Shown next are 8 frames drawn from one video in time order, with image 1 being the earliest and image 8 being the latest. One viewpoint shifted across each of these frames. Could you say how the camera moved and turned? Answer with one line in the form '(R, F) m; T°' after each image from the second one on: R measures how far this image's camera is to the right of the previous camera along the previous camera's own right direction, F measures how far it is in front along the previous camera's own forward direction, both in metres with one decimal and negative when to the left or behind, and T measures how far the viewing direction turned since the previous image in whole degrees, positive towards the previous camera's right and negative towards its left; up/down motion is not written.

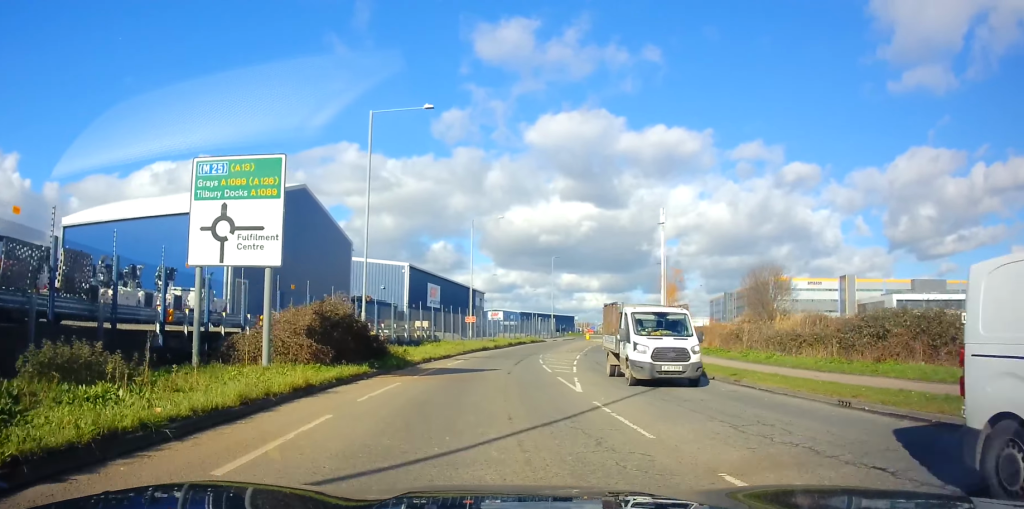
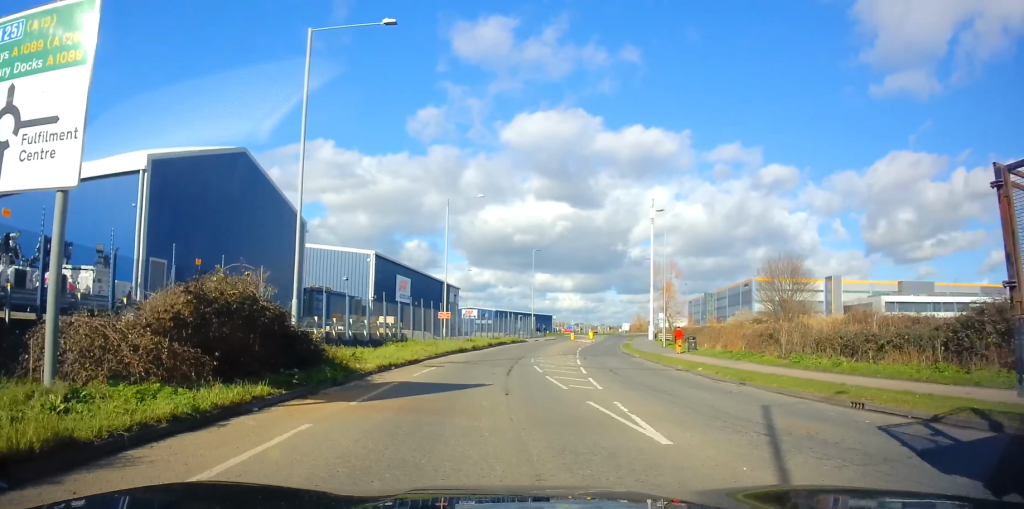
(+0.3, +6.7) m; +6°
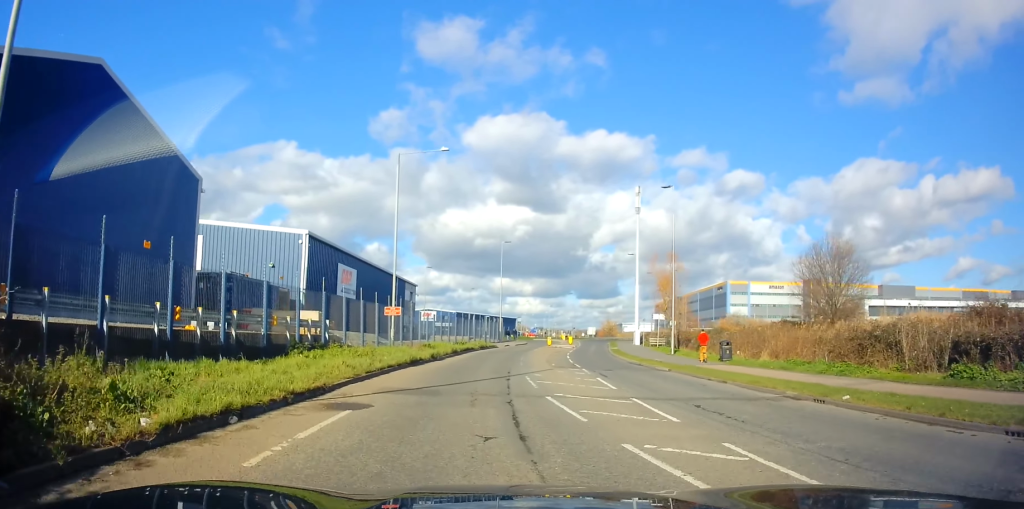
(+0.6, +10.5) m; +3°
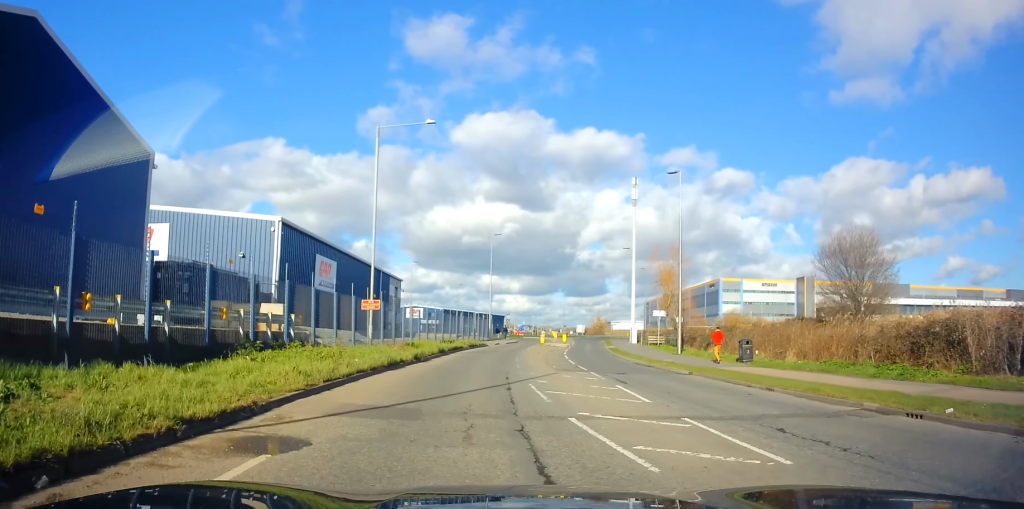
(0.0, +3.3) m; 0°
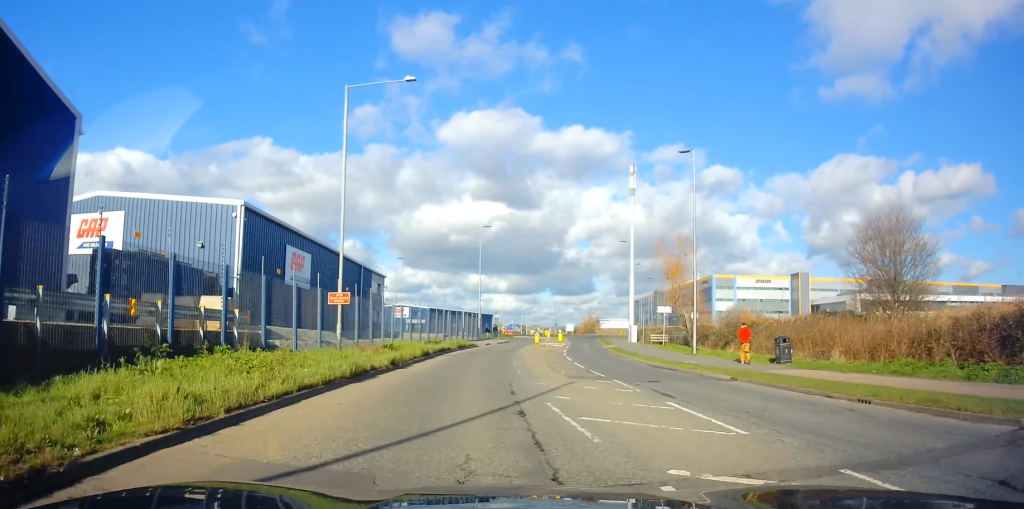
(0.0, +4.1) m; +1°
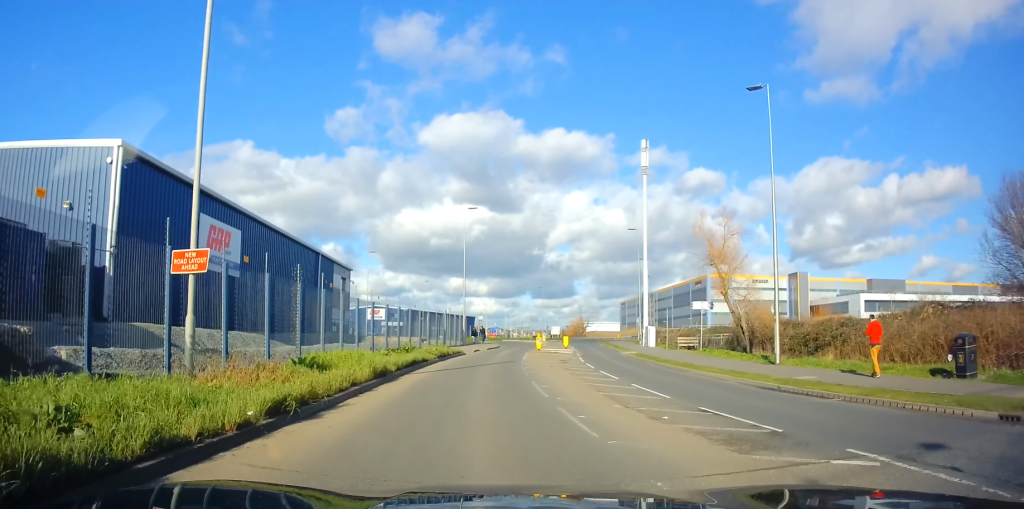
(+0.3, +10.6) m; +5°
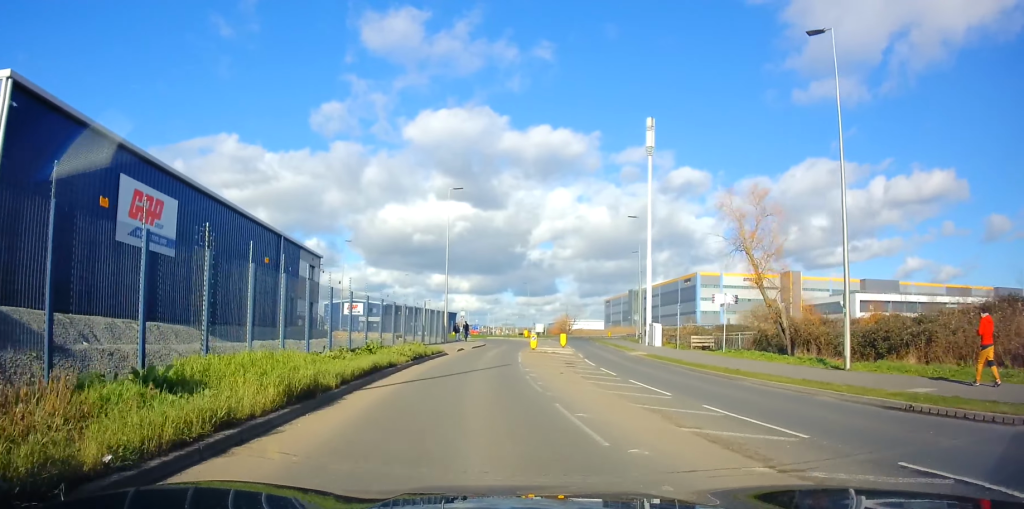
(+0.3, +6.0) m; +1°
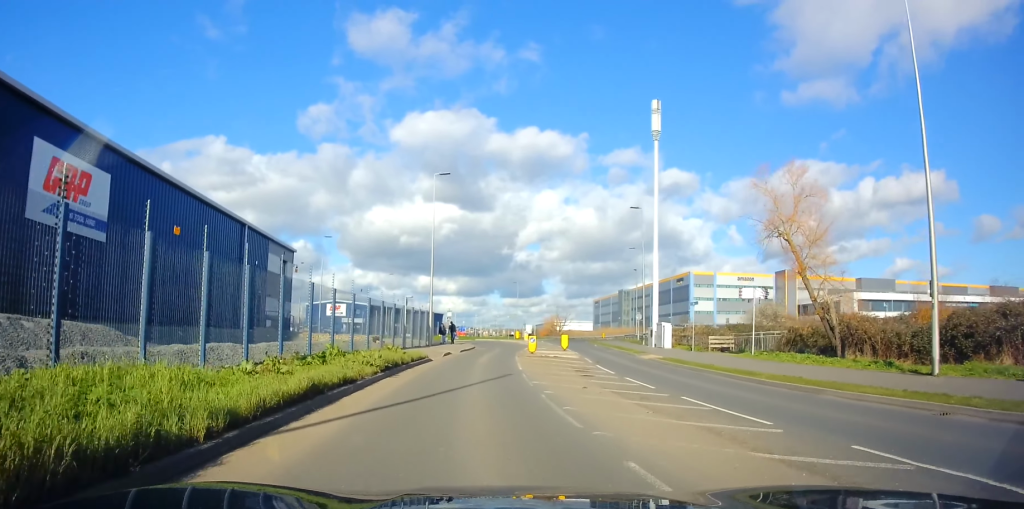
(+0.1, +4.9) m; 0°
